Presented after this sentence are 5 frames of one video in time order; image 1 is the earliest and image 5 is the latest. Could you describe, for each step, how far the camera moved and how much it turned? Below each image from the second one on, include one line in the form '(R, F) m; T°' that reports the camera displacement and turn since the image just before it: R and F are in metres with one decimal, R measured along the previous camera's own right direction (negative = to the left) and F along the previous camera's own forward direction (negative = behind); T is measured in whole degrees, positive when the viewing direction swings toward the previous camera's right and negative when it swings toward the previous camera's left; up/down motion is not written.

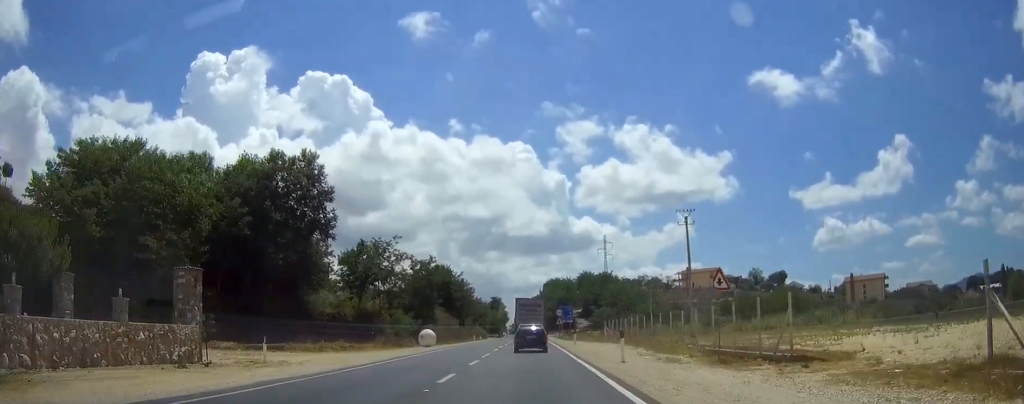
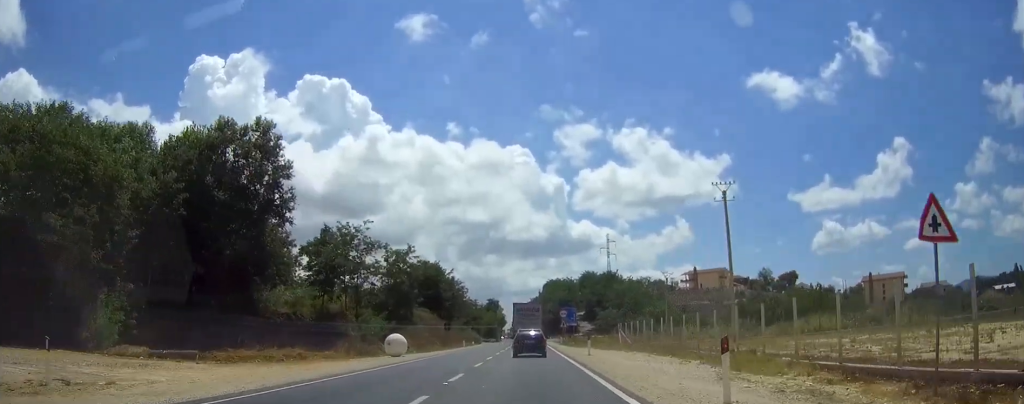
(0.0, +12.5) m; 0°
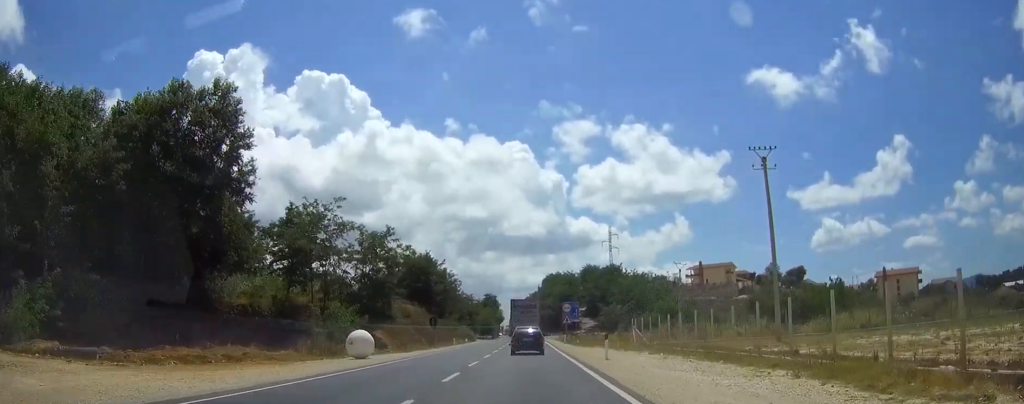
(0.0, +8.8) m; 0°
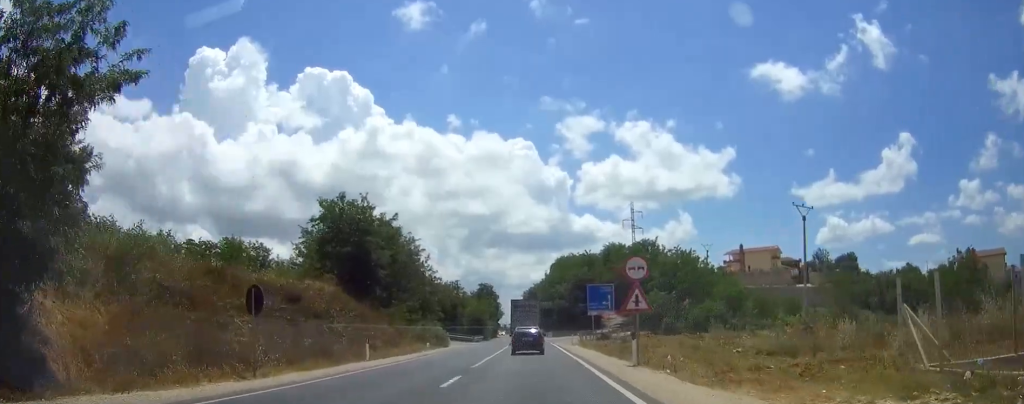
(+0.1, +38.6) m; 0°
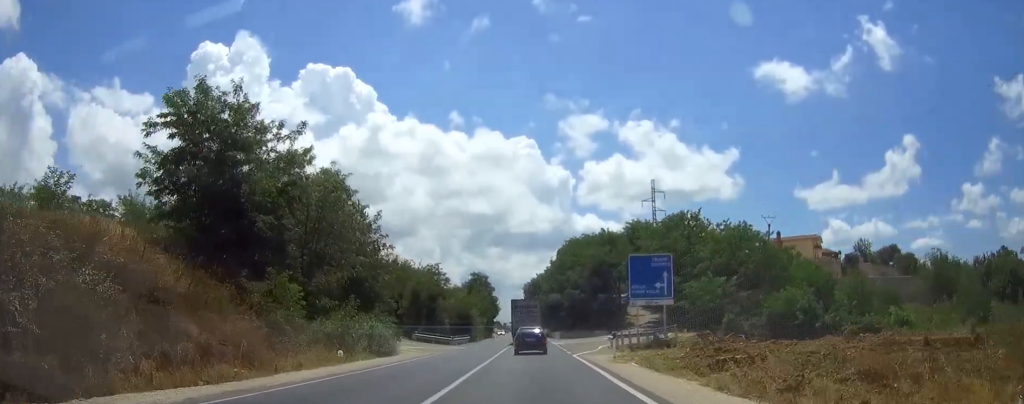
(-0.1, +26.3) m; 0°
